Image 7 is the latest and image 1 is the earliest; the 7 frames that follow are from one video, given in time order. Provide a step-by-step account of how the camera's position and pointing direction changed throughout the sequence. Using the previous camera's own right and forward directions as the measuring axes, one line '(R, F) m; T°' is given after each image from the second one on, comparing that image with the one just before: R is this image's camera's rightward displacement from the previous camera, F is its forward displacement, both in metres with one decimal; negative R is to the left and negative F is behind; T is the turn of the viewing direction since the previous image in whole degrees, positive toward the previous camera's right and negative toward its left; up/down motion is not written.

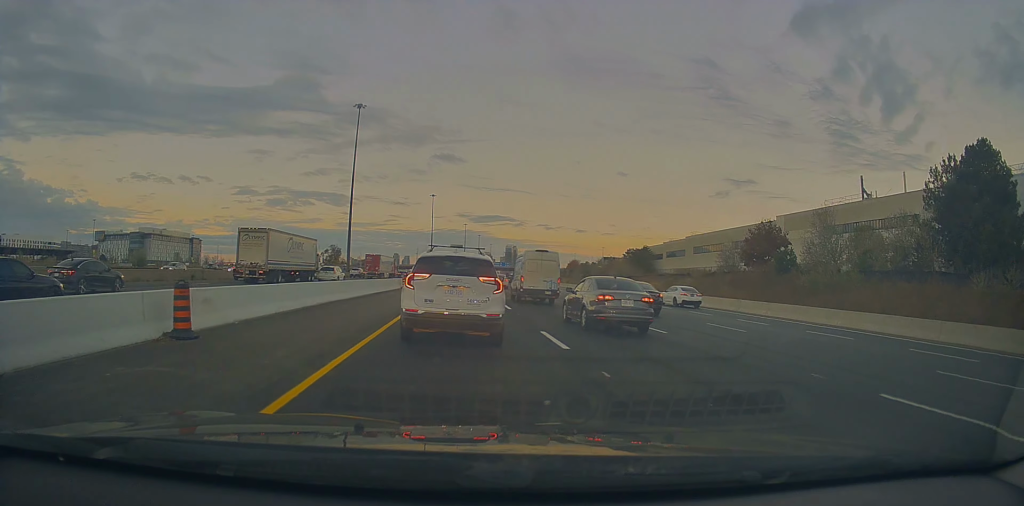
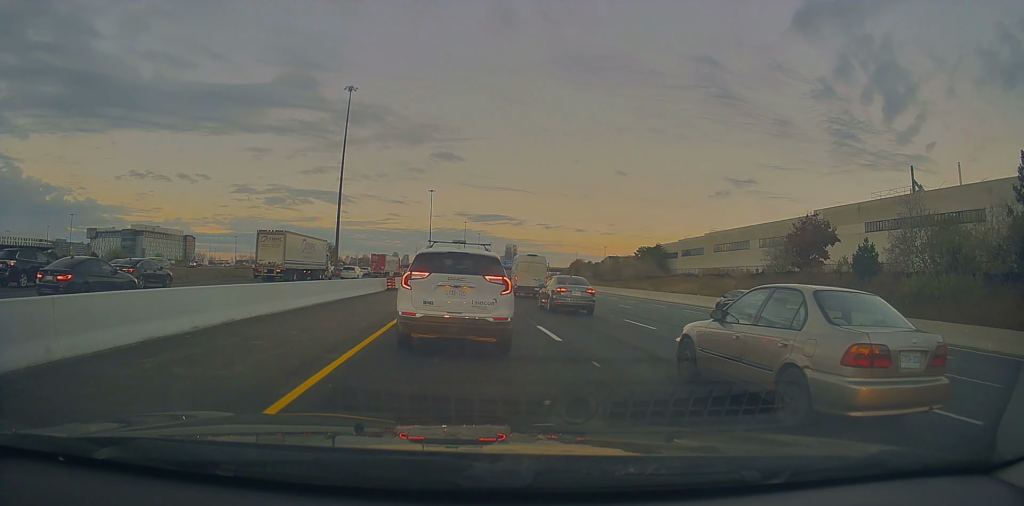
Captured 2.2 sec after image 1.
(+0.5, +10.8) m; +4°
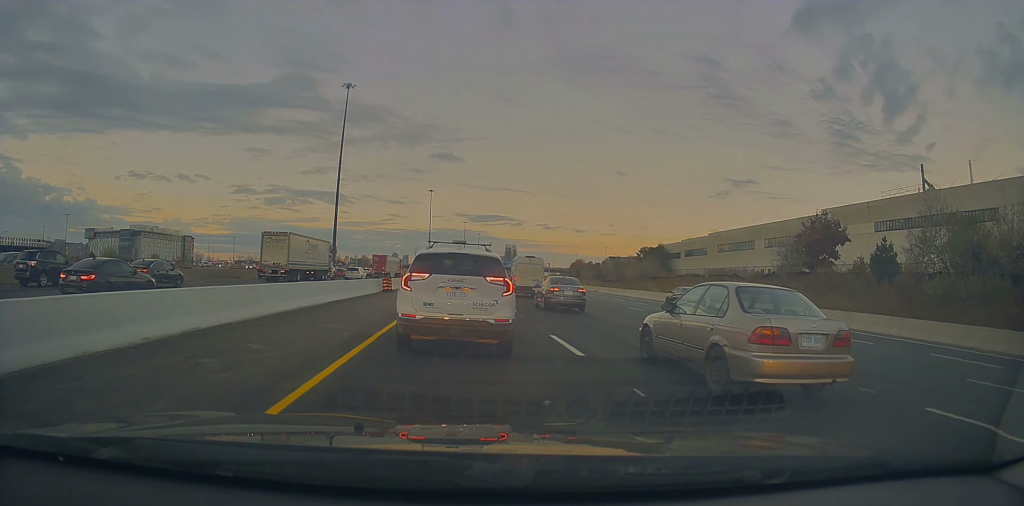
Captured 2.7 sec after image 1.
(-0.1, +2.1) m; -1°
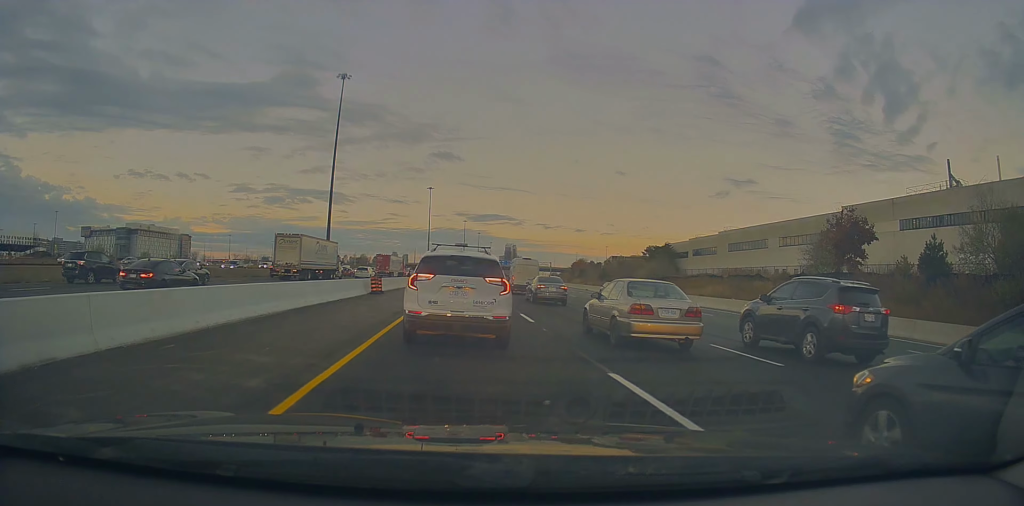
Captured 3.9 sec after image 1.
(-0.1, +5.2) m; 0°
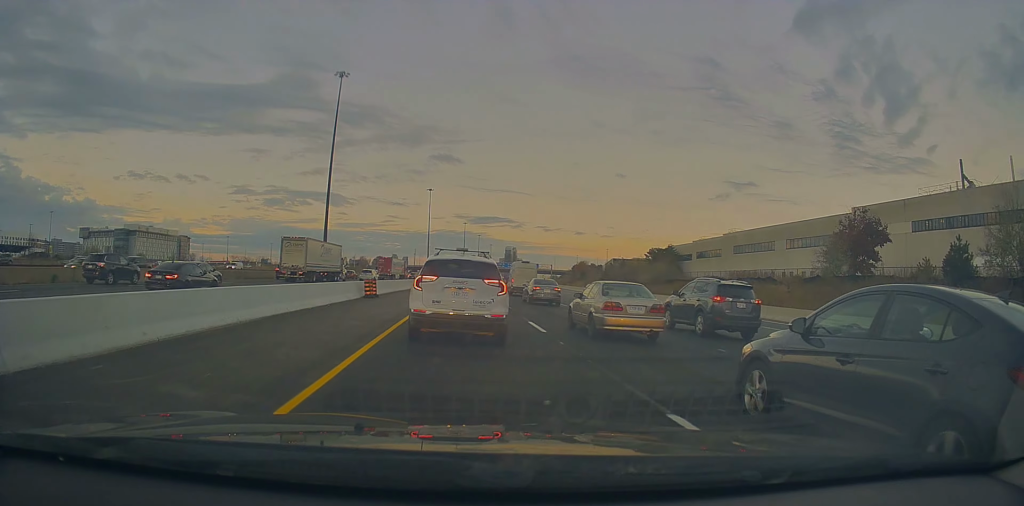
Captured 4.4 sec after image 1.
(0.0, +2.5) m; 0°
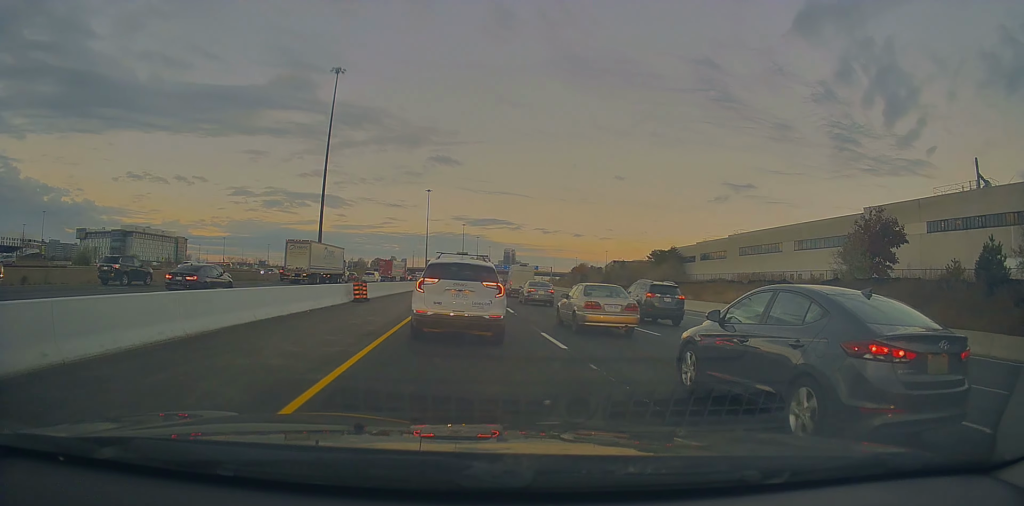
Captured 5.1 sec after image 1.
(0.0, +3.0) m; -2°
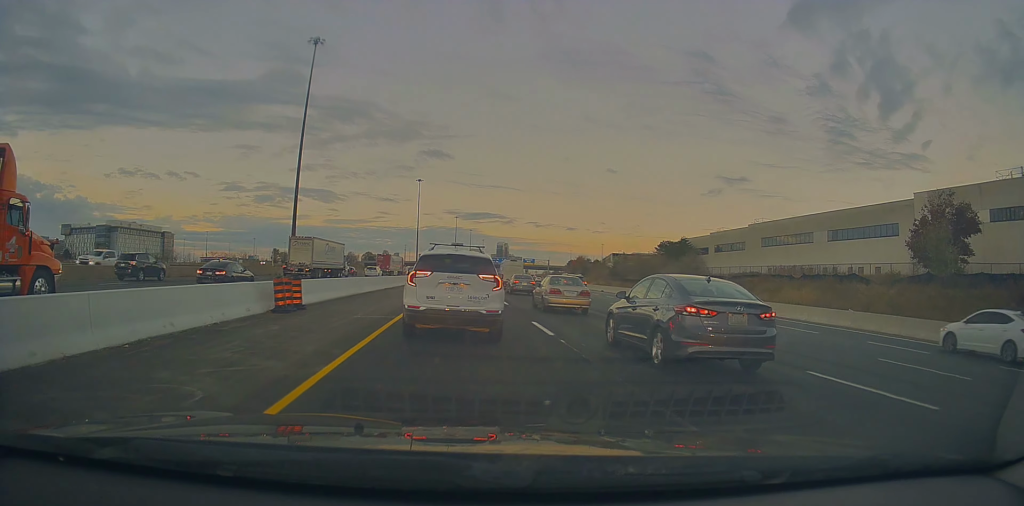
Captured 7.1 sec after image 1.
(-0.5, +11.0) m; +5°
